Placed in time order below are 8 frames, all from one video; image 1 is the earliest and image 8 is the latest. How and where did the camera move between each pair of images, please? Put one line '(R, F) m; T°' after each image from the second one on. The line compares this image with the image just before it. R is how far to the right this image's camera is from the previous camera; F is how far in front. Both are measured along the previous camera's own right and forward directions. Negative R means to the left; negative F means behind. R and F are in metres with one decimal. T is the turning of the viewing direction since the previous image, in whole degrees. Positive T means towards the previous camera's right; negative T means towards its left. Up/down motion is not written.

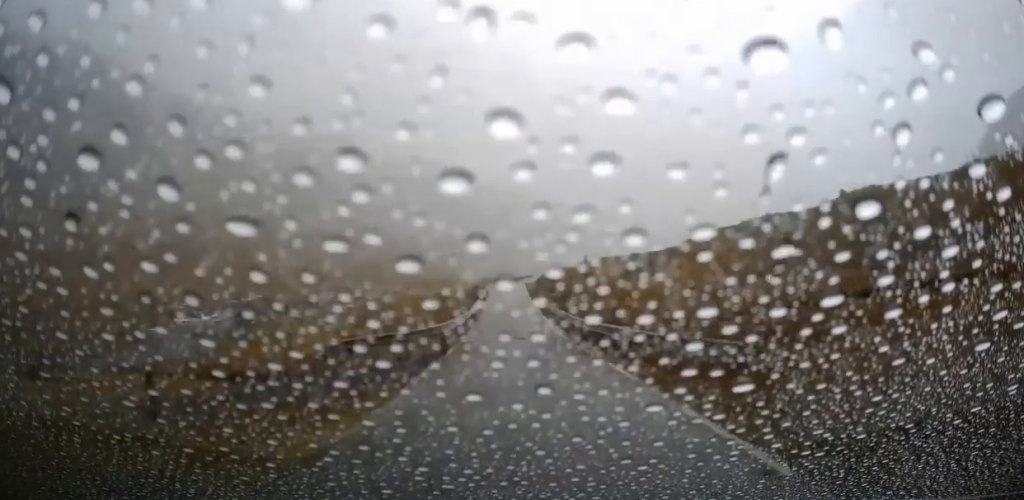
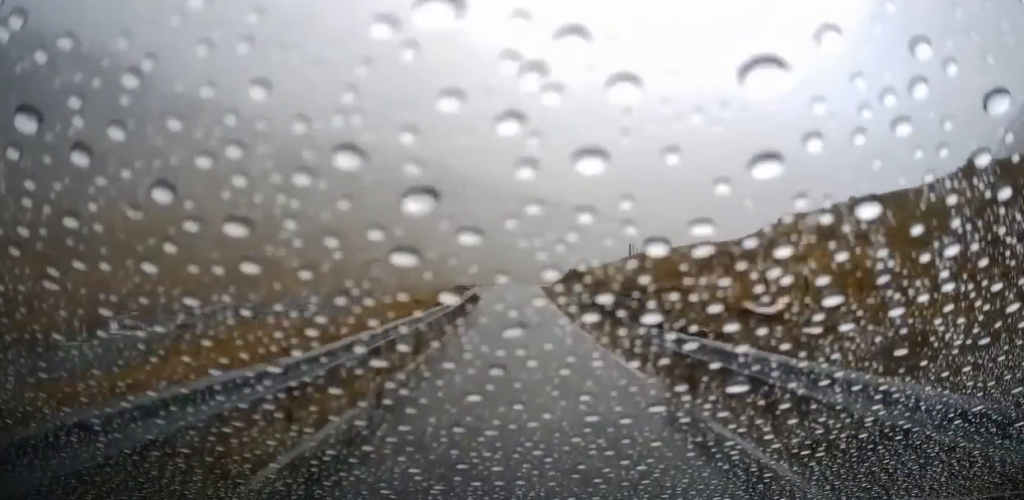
(-0.3, +24.5) m; -1°
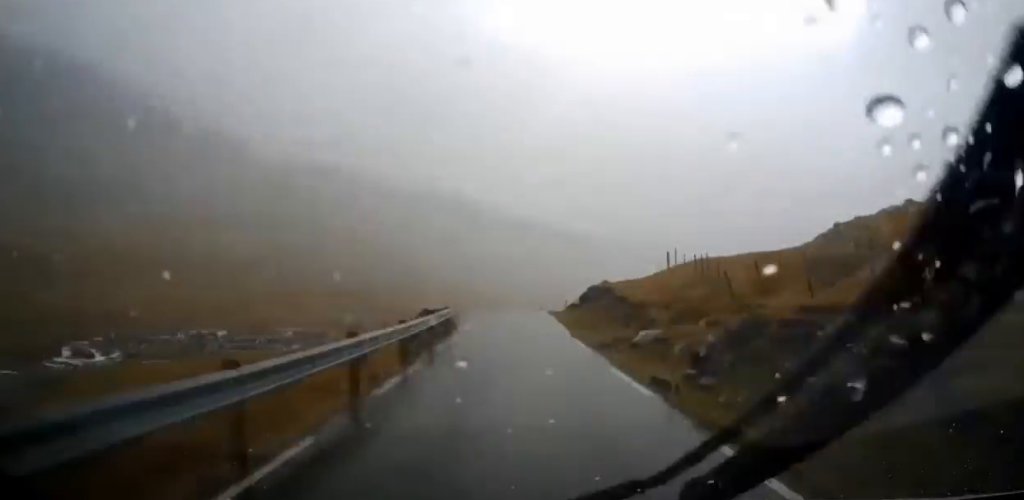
(-0.3, +12.7) m; -1°
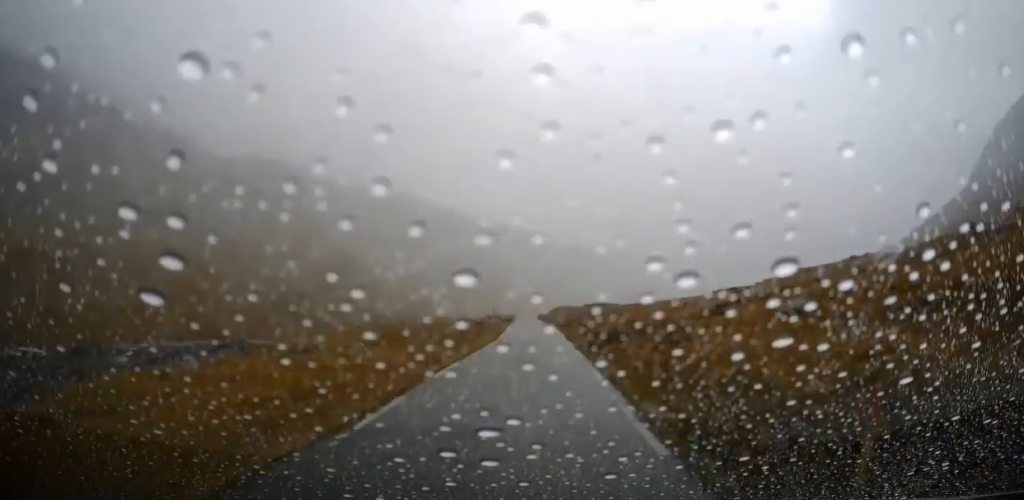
(-0.1, +45.1) m; +1°
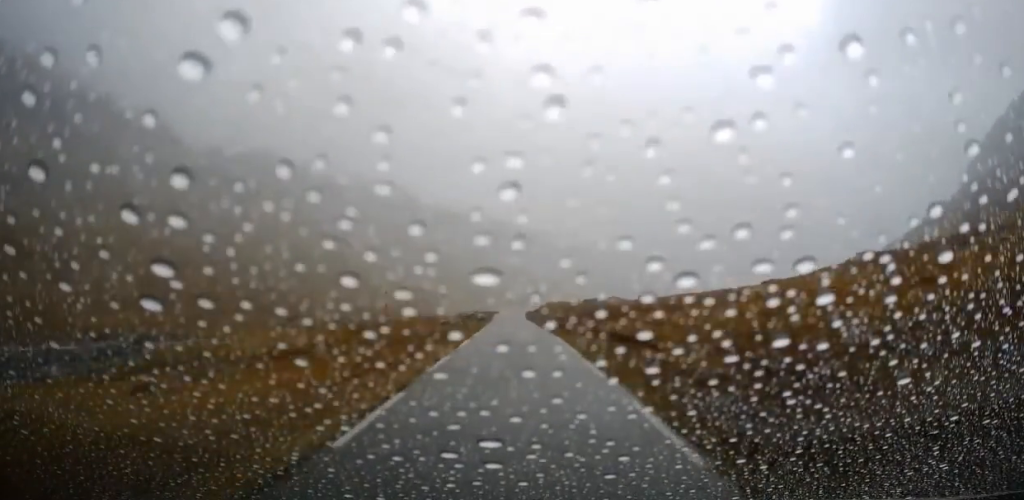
(+0.1, +25.3) m; +2°
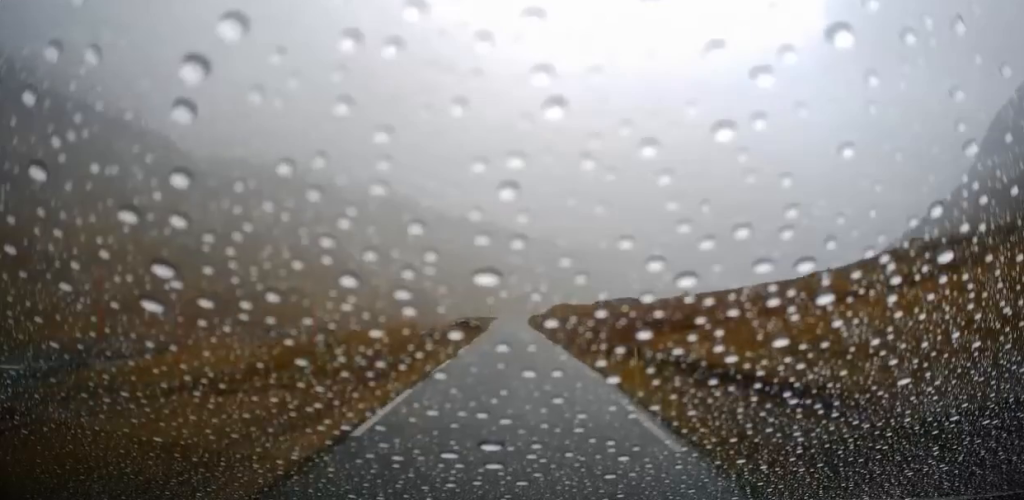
(+0.5, +11.3) m; 0°
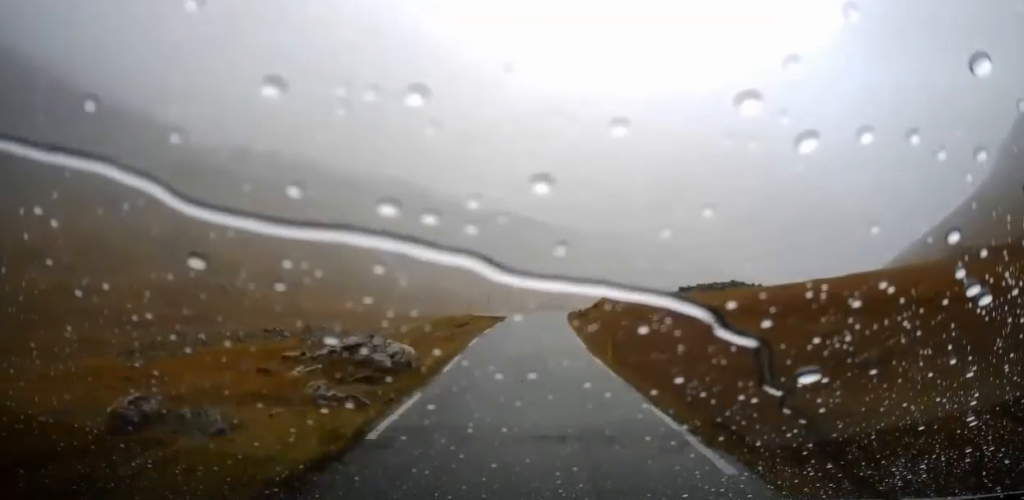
(+0.2, +37.7) m; -1°
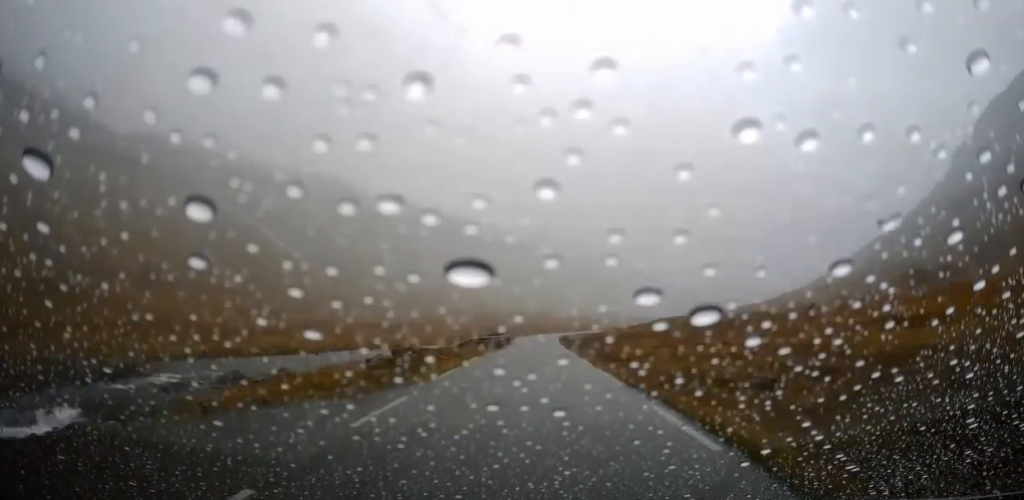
(-0.2, +53.8) m; +5°
